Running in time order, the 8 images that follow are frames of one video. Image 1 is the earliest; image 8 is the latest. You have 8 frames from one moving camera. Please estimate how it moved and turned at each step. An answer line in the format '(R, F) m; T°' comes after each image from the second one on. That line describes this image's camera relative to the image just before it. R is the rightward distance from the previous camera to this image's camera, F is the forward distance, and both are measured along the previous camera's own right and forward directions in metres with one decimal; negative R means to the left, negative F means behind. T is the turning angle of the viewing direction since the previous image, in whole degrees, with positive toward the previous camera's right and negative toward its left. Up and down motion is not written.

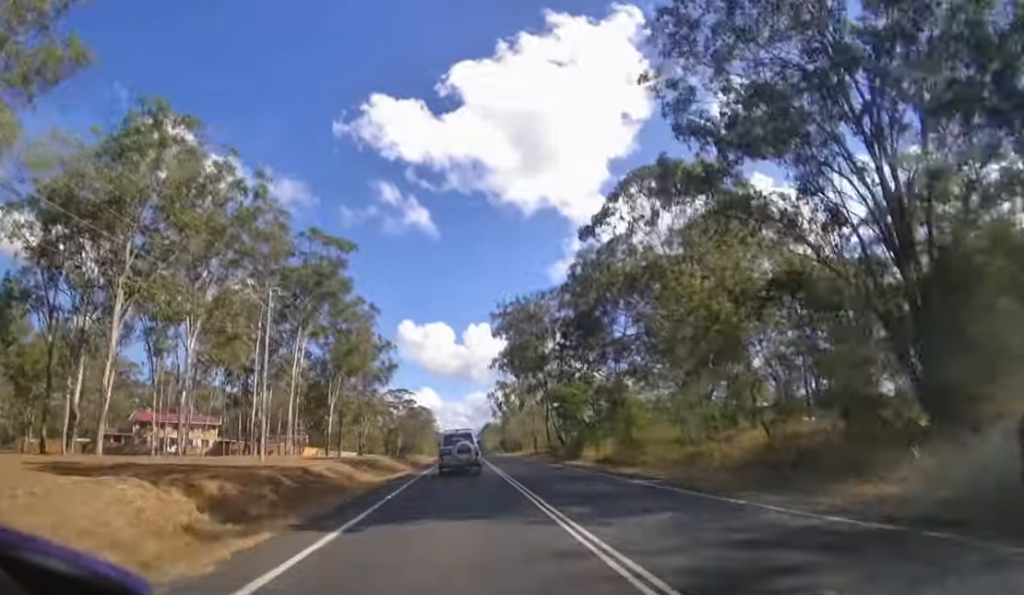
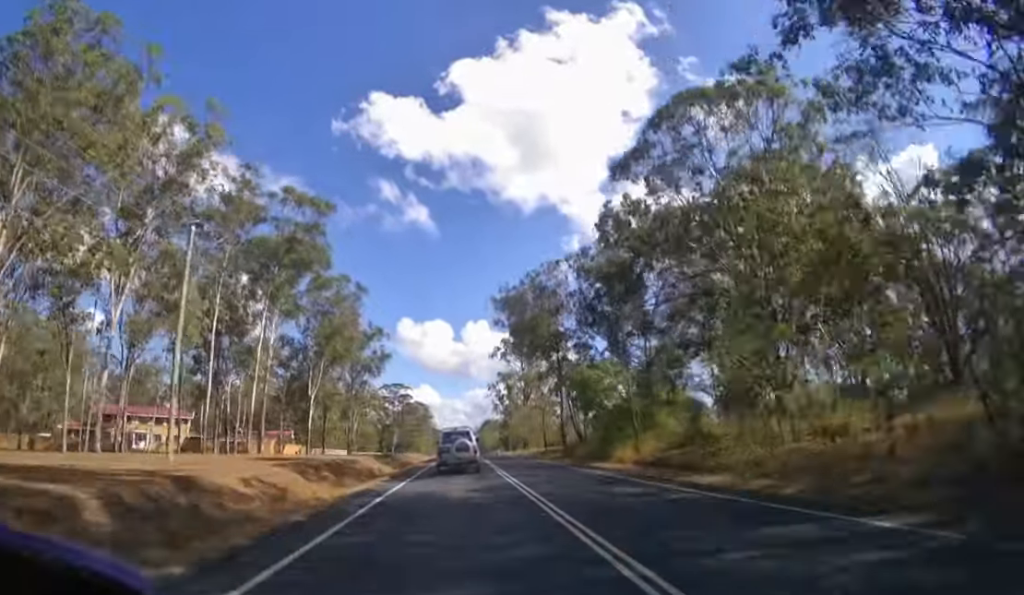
(0.0, +9.5) m; 0°
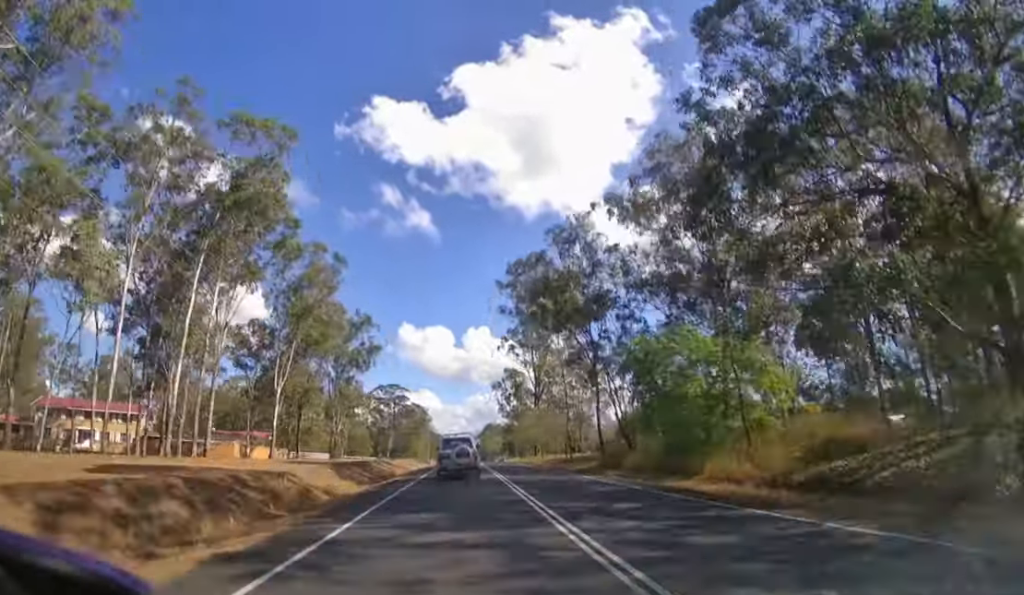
(0.0, +13.6) m; 0°
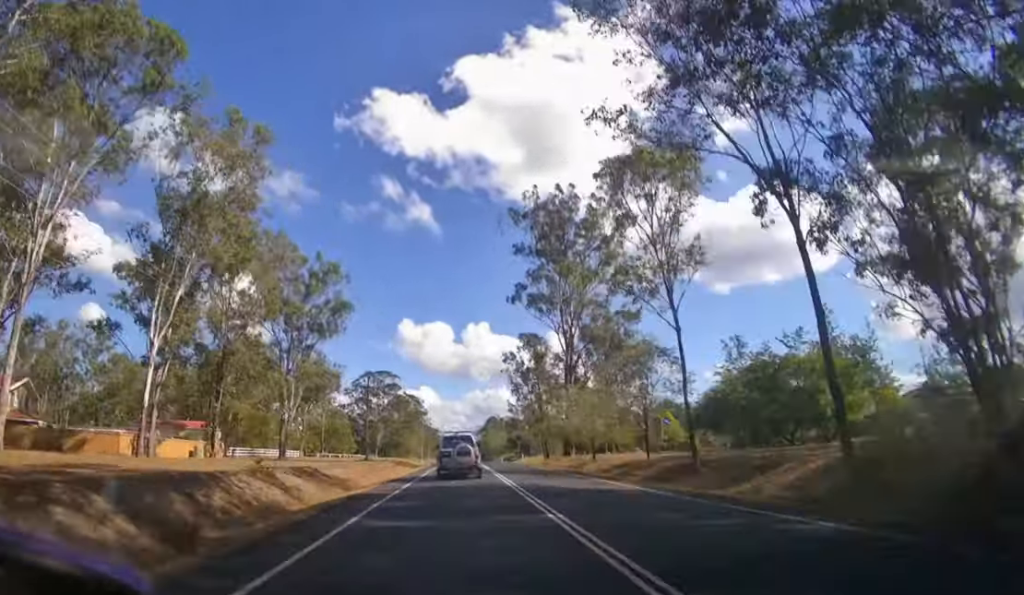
(+0.1, +25.8) m; 0°
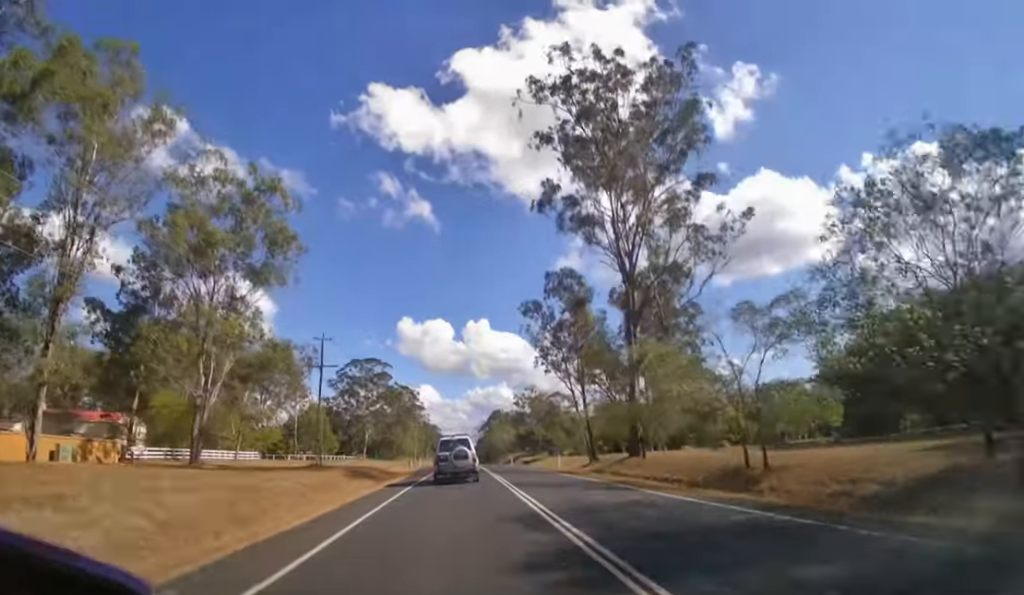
(0.0, +24.2) m; 0°
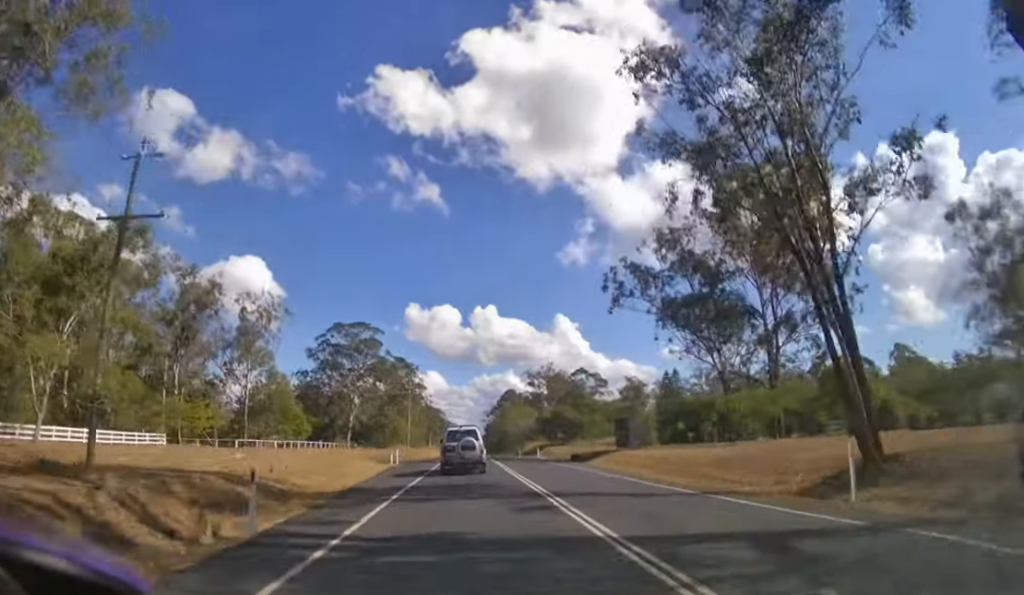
(-0.1, +28.1) m; 0°
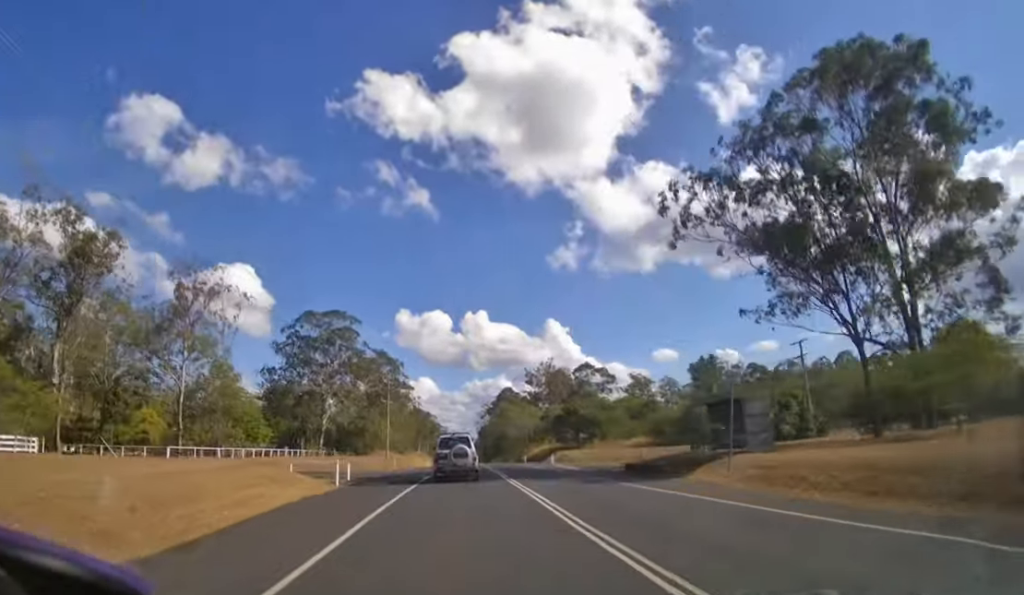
(0.0, +16.4) m; 0°
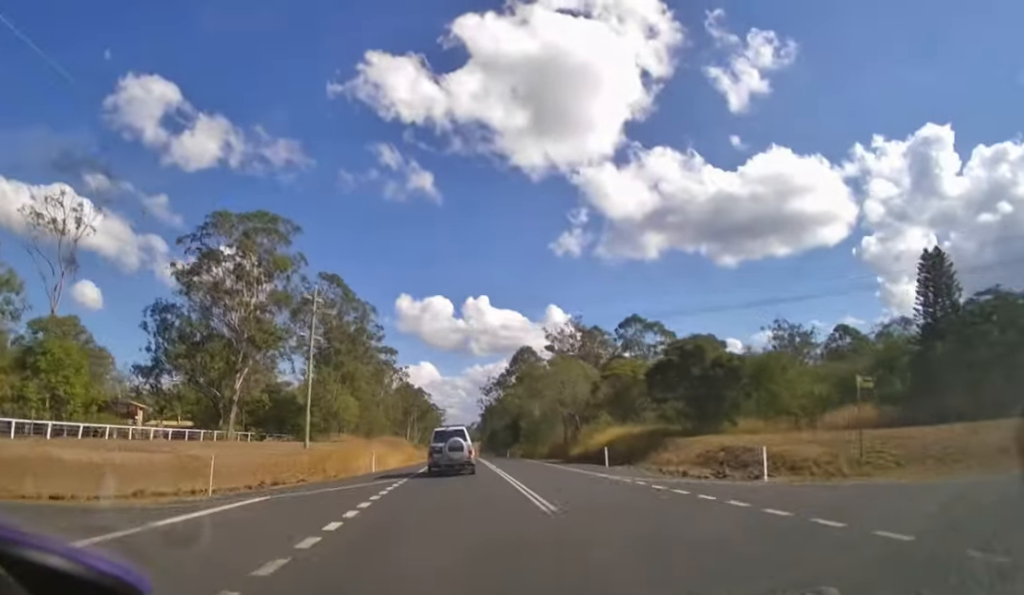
(+0.2, +35.1) m; 0°
